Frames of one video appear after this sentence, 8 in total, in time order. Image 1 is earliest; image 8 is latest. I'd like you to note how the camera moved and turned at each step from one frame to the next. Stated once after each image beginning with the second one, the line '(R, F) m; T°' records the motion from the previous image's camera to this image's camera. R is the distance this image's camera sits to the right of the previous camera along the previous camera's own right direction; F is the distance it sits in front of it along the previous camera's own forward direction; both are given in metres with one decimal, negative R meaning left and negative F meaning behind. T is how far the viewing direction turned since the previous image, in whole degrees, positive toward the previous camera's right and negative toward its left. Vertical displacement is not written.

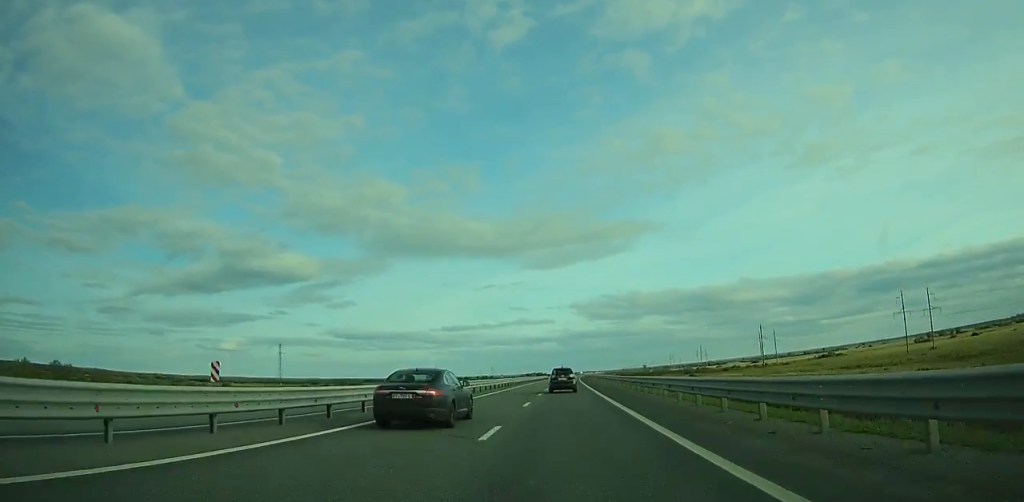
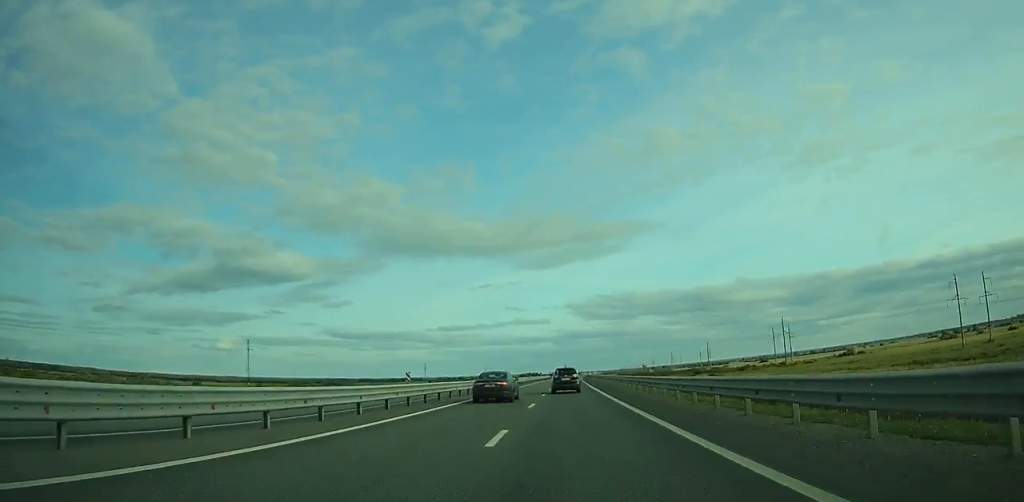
(-0.1, +37.2) m; 0°
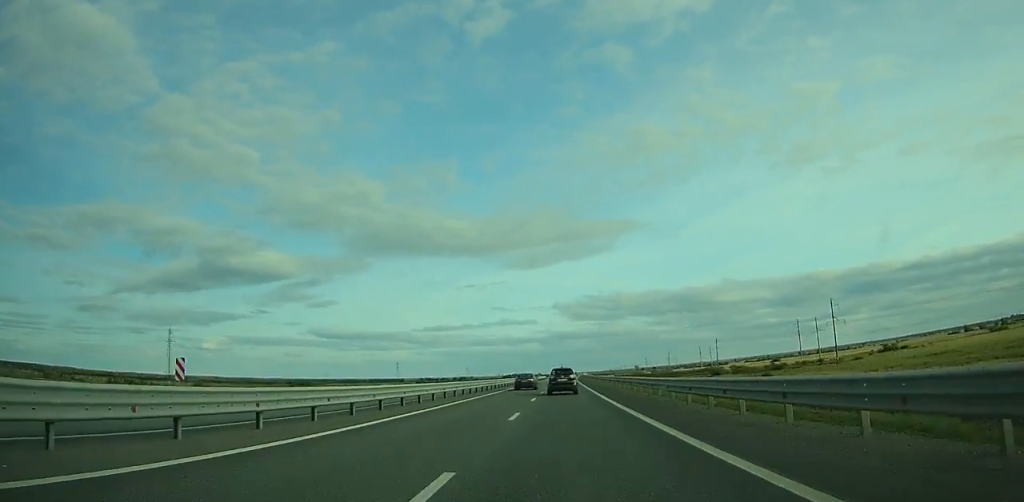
(+0.6, +66.0) m; +1°
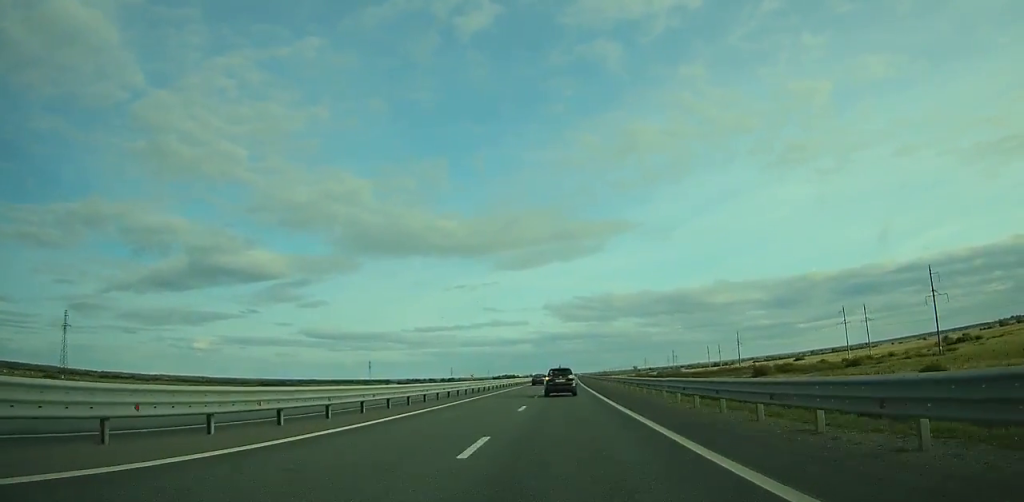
(+0.7, +66.2) m; +1°
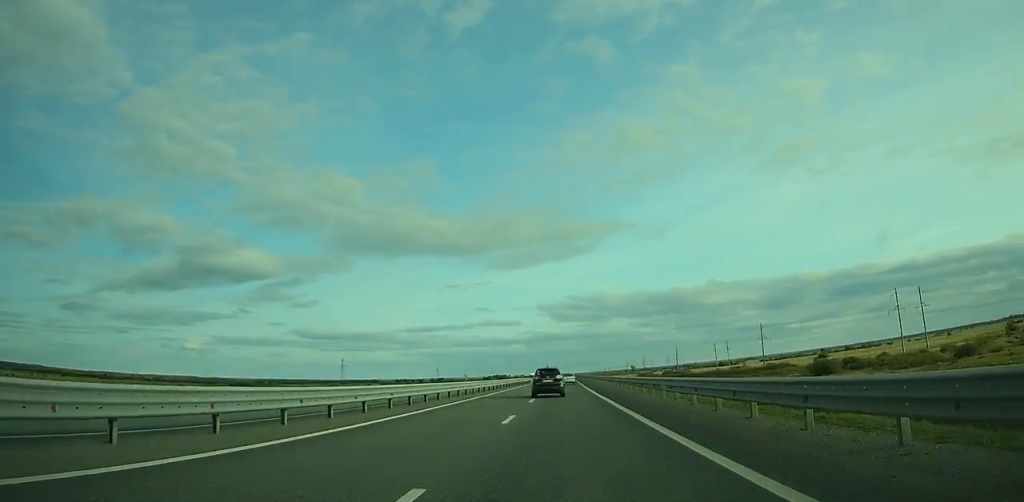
(+0.3, +54.7) m; +1°
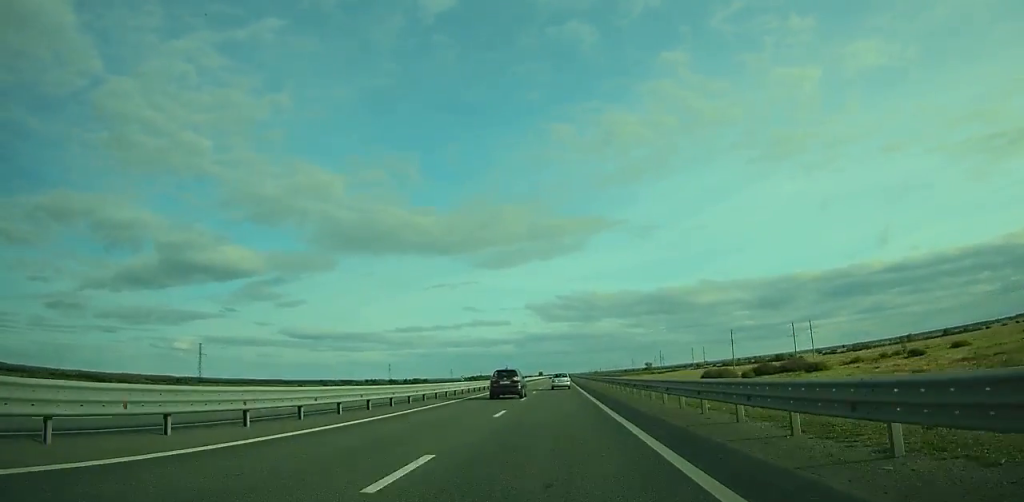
(+2.8, +200.3) m; +1°
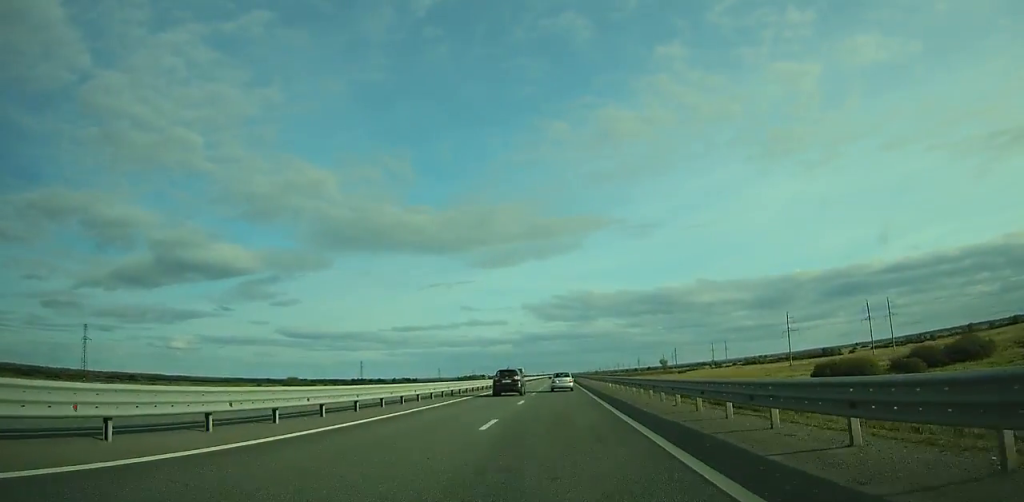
(-0.1, +90.7) m; 0°
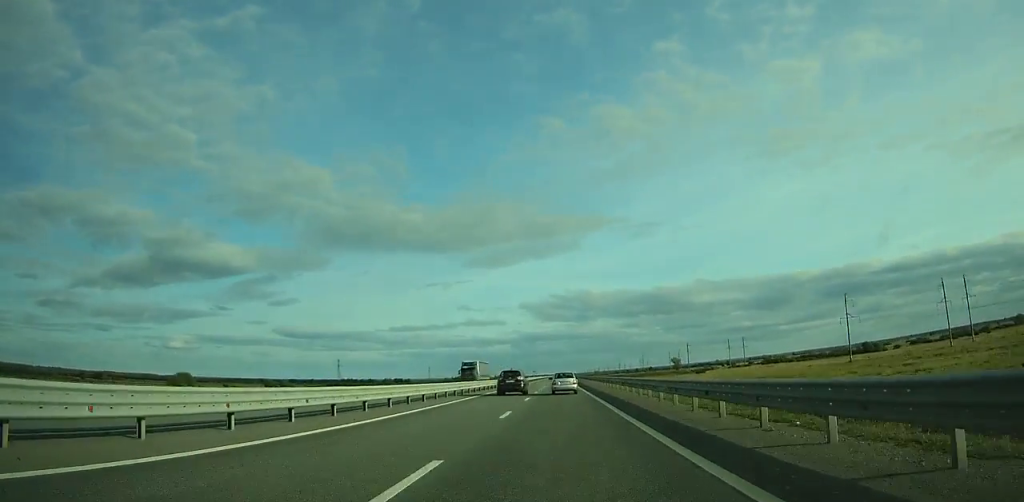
(0.0, +56.5) m; 0°
